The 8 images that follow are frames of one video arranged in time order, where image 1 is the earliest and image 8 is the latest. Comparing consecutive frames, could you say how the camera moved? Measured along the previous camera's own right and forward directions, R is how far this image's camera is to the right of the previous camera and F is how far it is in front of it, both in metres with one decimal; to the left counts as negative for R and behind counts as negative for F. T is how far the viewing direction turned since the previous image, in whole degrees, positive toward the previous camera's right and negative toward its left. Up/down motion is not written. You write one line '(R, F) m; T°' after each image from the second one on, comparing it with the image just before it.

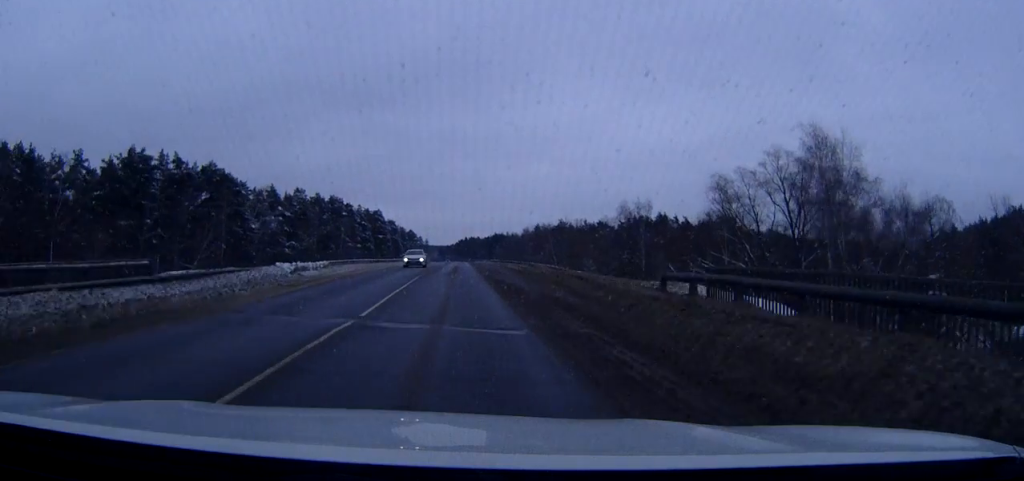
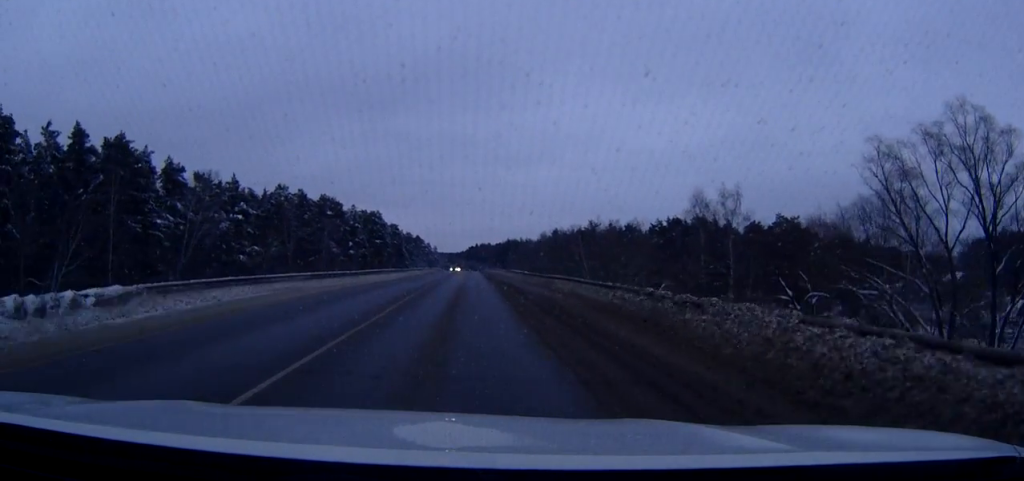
(-0.1, +32.0) m; 0°
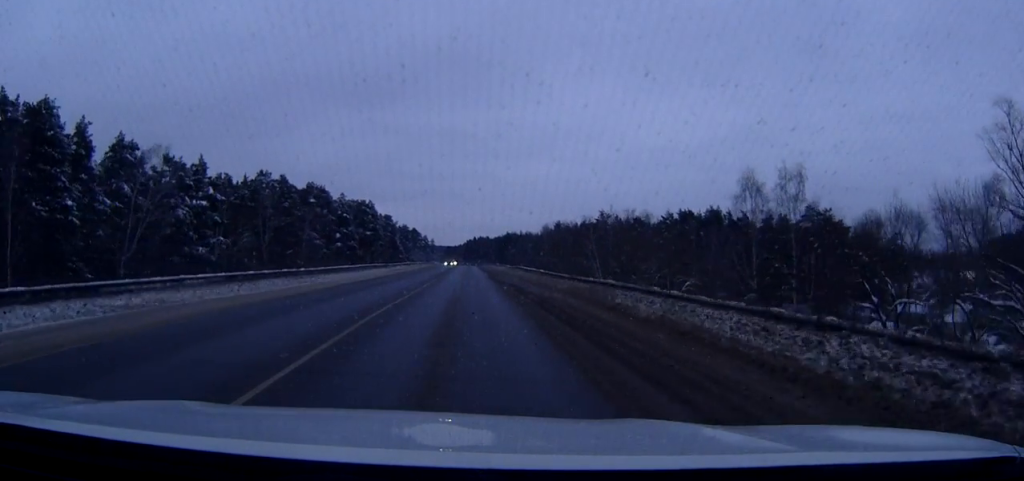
(0.0, +15.3) m; 0°
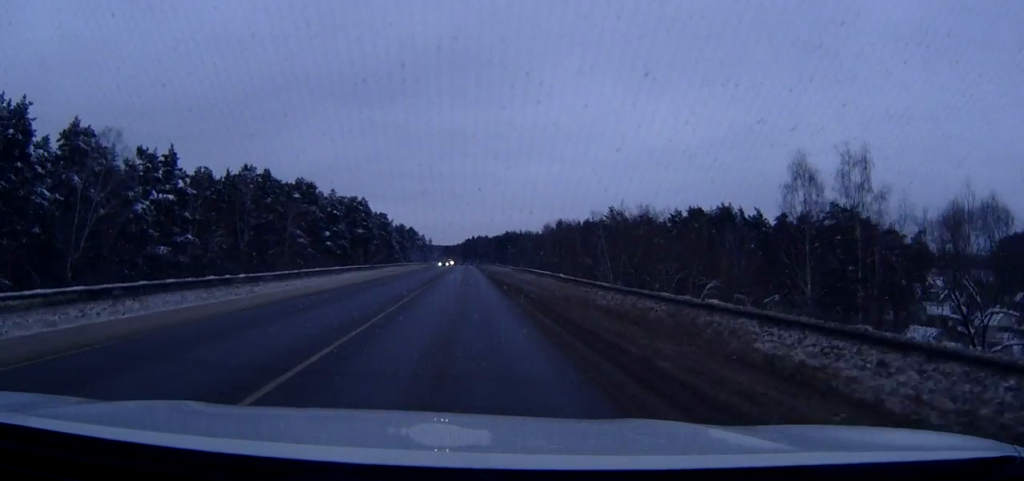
(0.0, +11.1) m; 0°
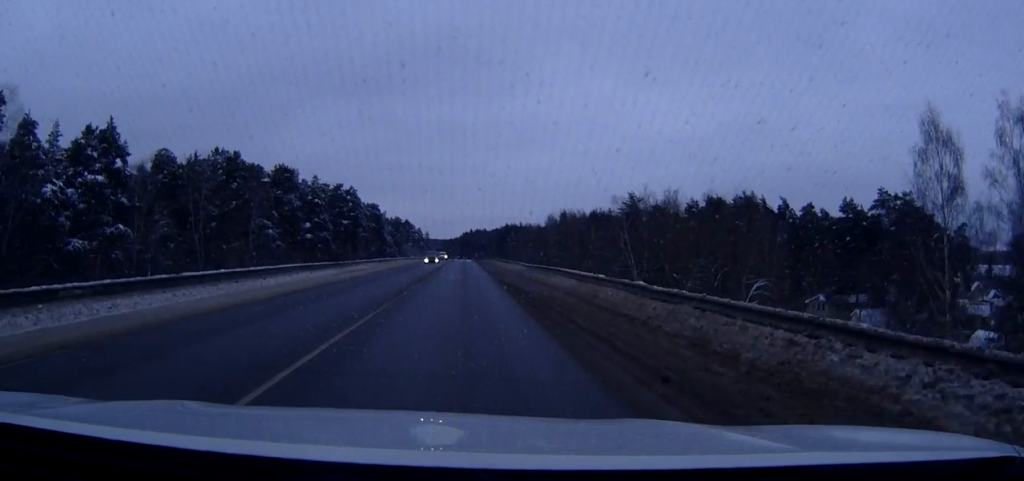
(0.0, +18.1) m; 0°
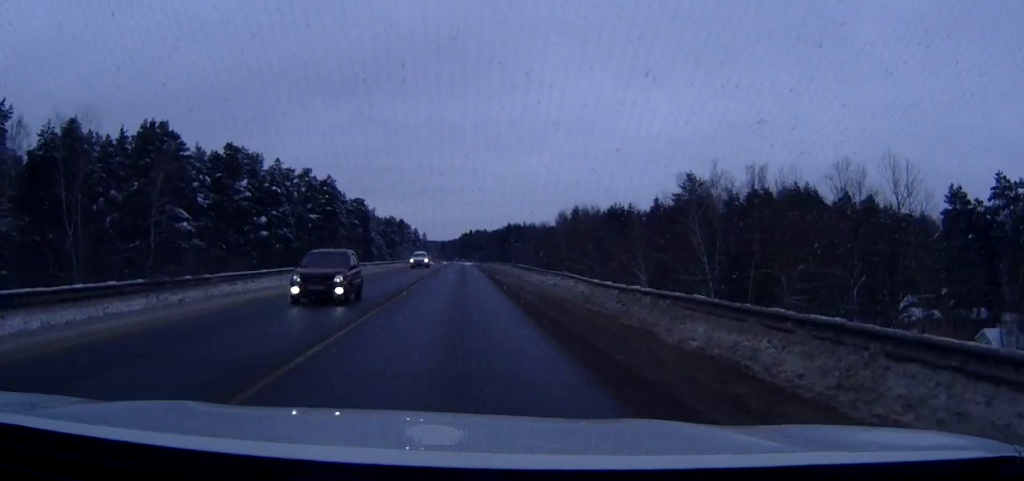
(0.0, +31.6) m; 0°
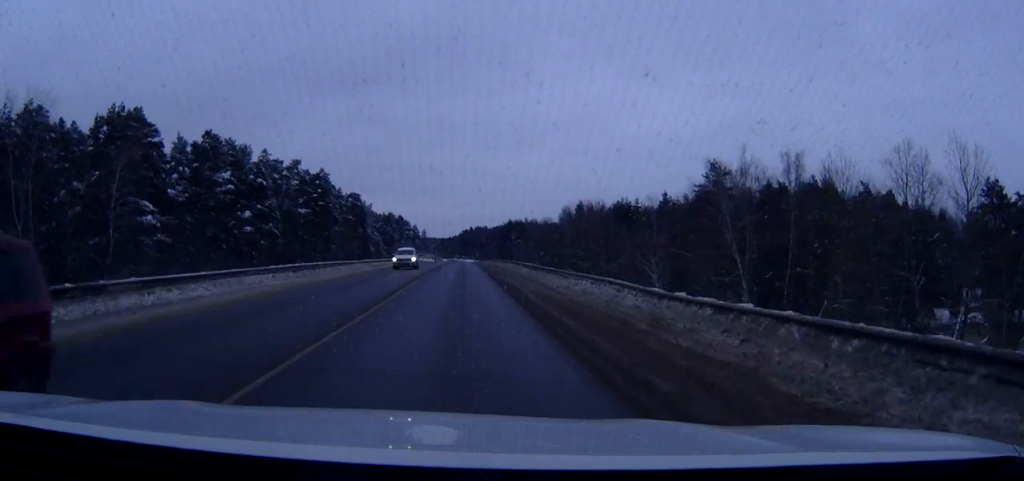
(0.0, +8.5) m; 0°
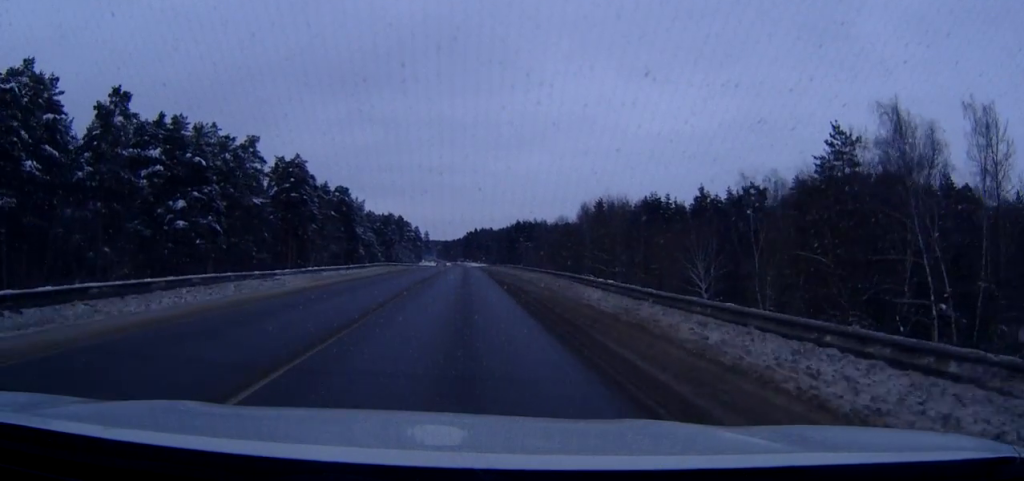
(0.0, +27.0) m; 0°
